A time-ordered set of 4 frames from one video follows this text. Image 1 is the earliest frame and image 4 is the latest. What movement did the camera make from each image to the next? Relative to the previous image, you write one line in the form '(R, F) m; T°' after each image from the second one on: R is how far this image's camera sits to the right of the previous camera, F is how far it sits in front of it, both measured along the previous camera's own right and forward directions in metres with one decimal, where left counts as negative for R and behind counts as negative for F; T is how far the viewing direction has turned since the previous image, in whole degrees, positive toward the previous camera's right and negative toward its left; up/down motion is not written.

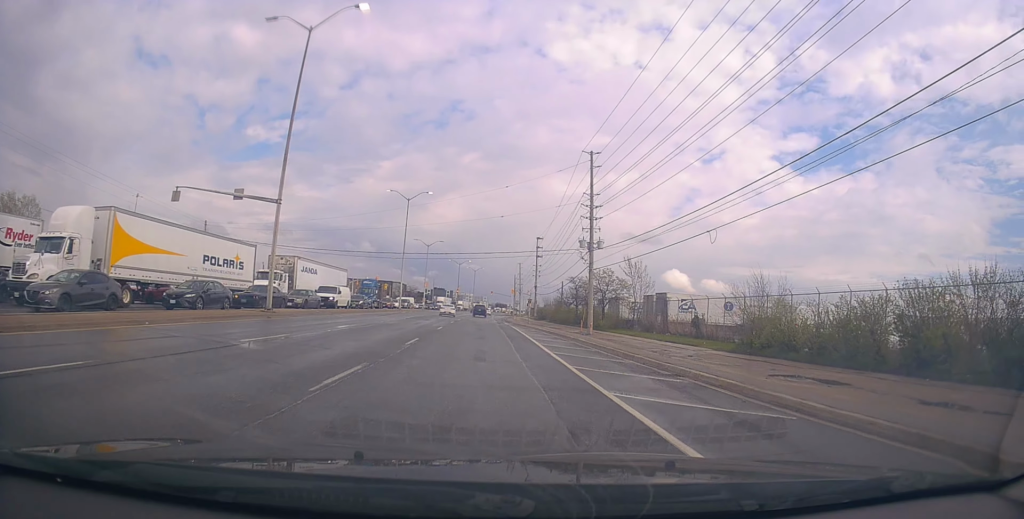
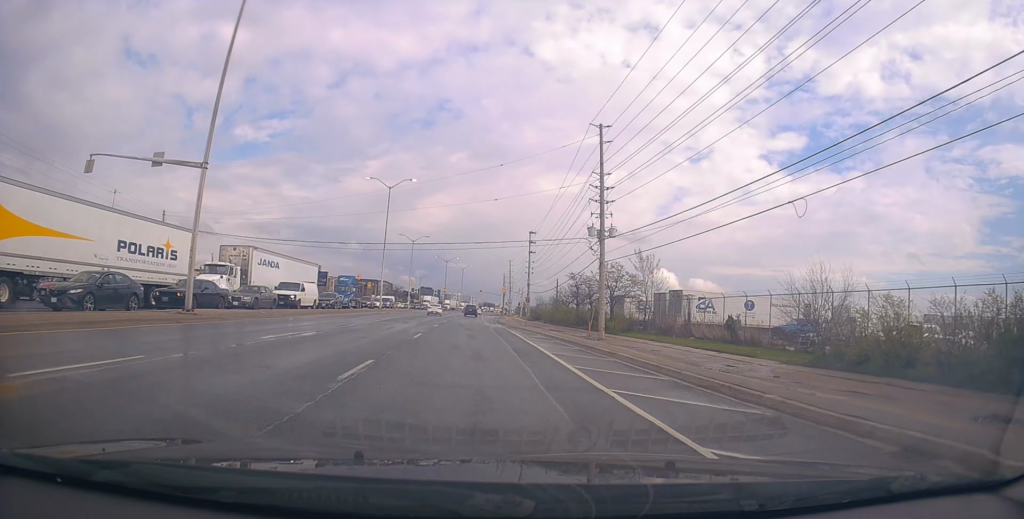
(-0.2, +8.1) m; +2°
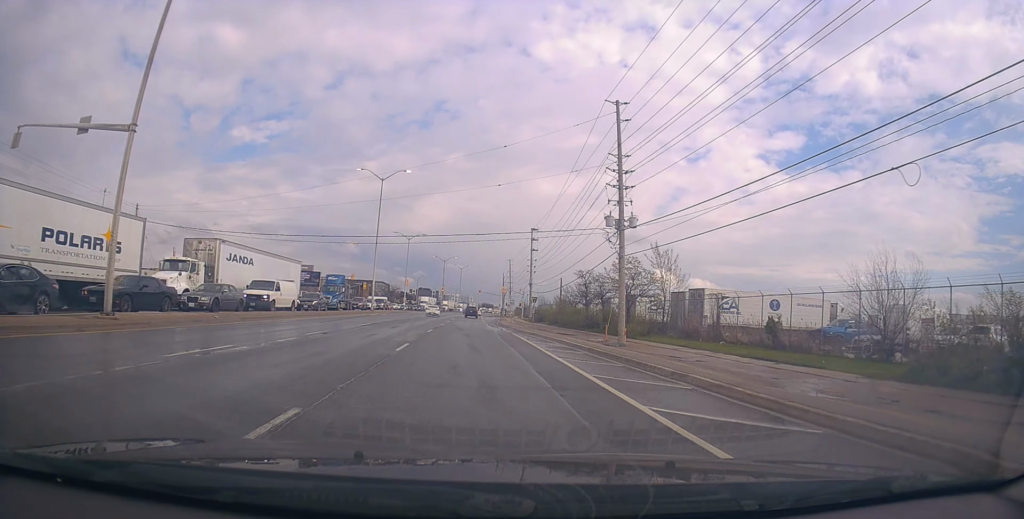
(+0.3, +5.5) m; +1°
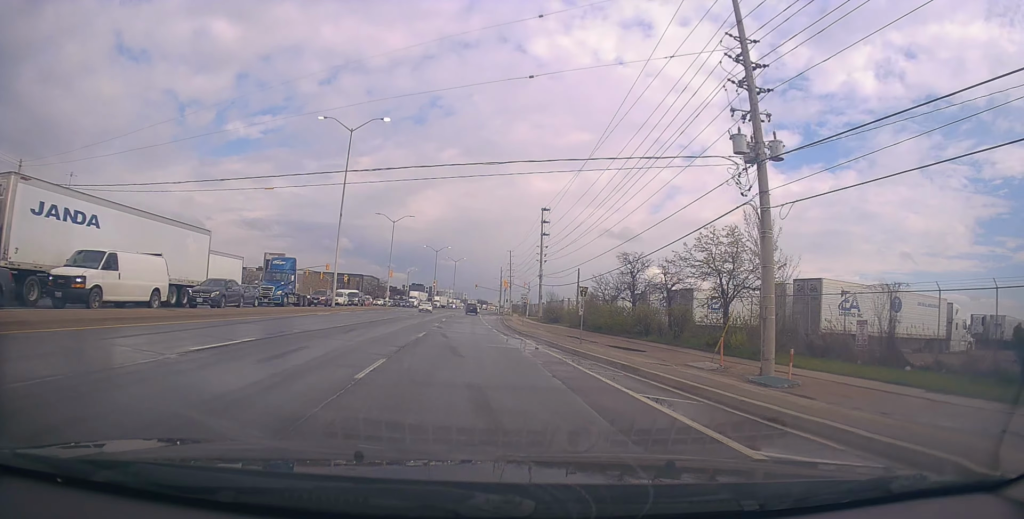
(0.0, +18.3) m; -1°
